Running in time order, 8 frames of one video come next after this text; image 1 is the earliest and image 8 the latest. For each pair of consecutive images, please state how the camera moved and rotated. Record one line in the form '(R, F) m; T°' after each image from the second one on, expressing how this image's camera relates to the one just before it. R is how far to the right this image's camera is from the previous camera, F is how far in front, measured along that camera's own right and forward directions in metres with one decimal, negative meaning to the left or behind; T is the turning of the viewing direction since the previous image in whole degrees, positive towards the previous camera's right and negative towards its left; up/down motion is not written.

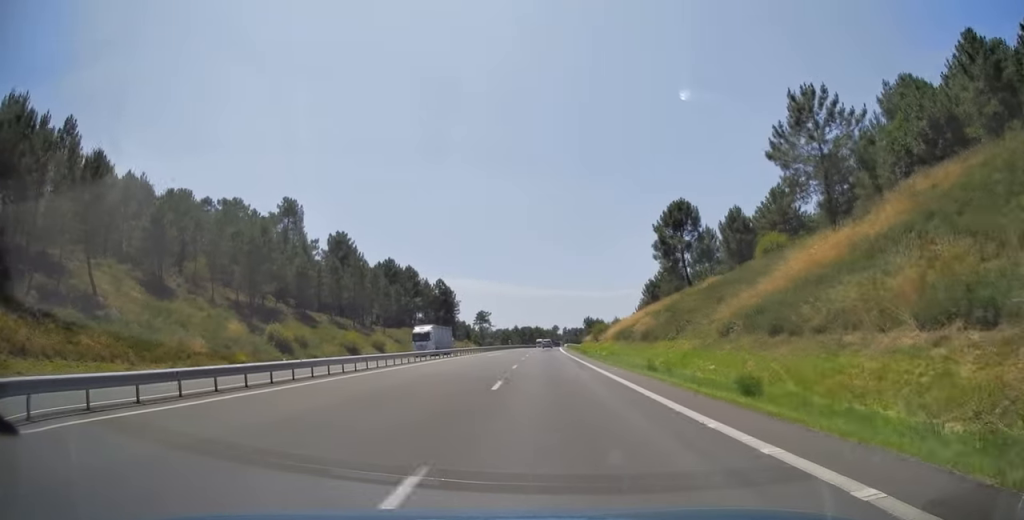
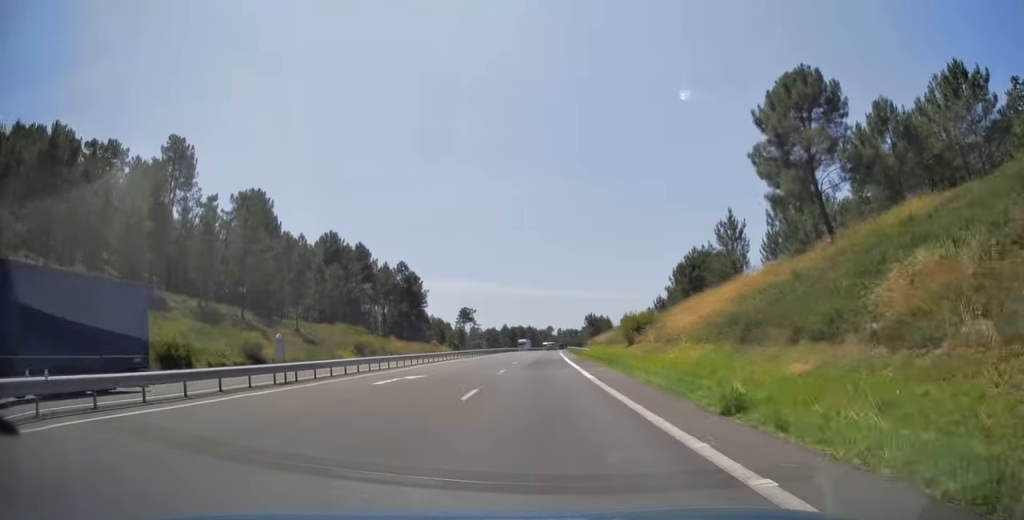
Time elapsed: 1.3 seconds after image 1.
(+0.3, +41.7) m; +1°
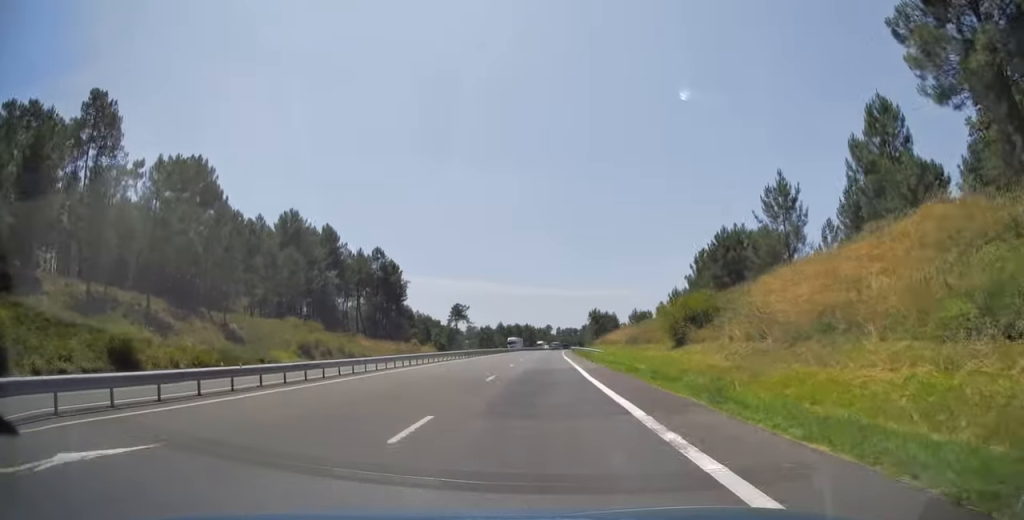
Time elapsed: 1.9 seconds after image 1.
(+0.1, +19.4) m; 0°
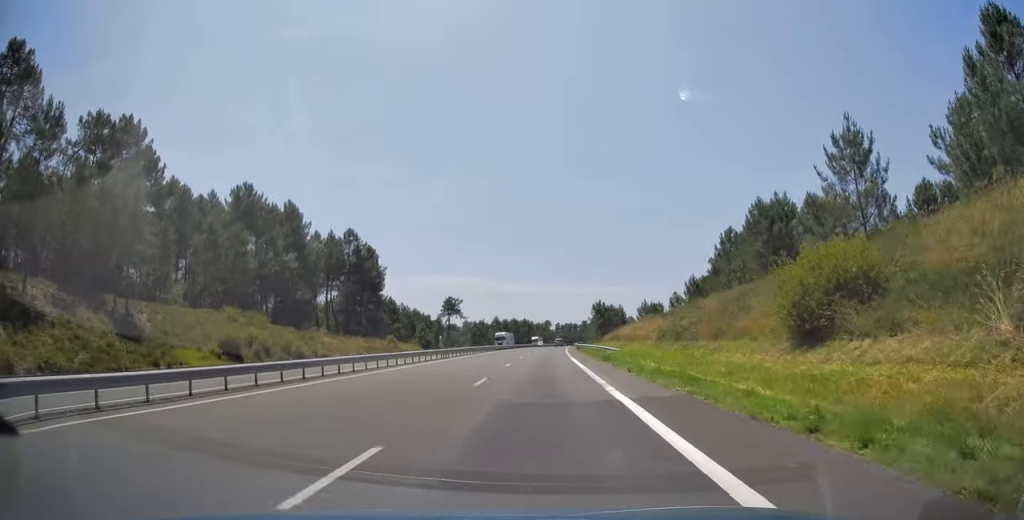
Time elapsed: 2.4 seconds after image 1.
(0.0, +16.8) m; 0°
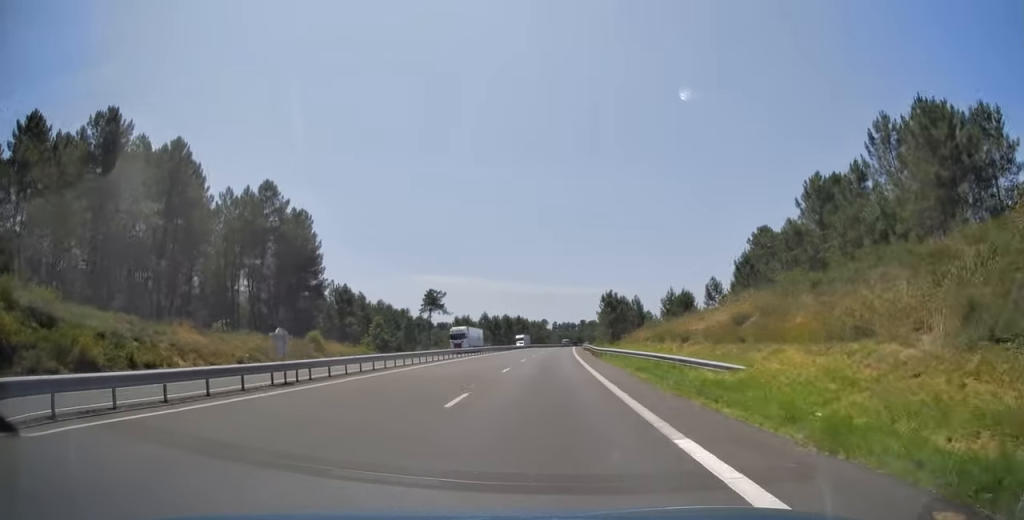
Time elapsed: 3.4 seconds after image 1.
(0.0, +31.9) m; 0°
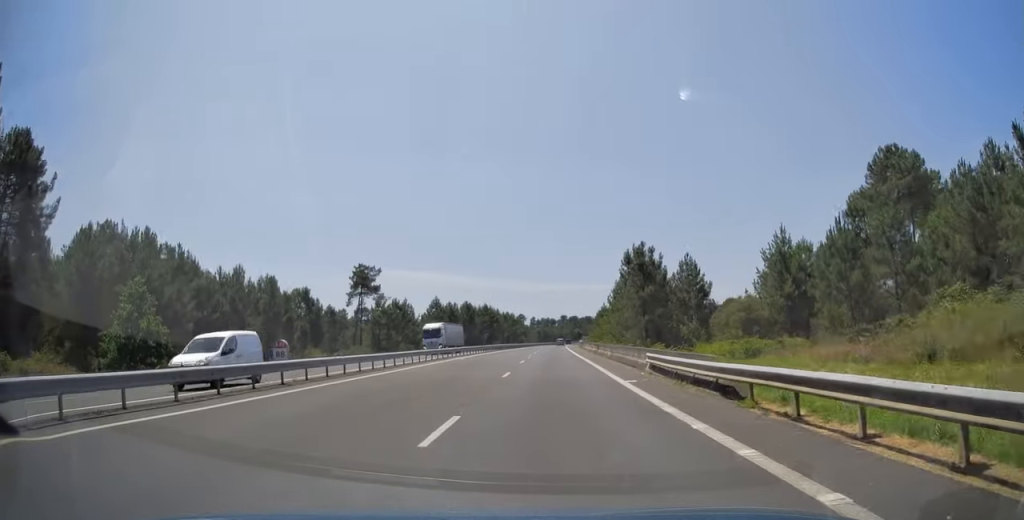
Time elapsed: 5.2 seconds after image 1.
(+0.5, +57.5) m; +2°
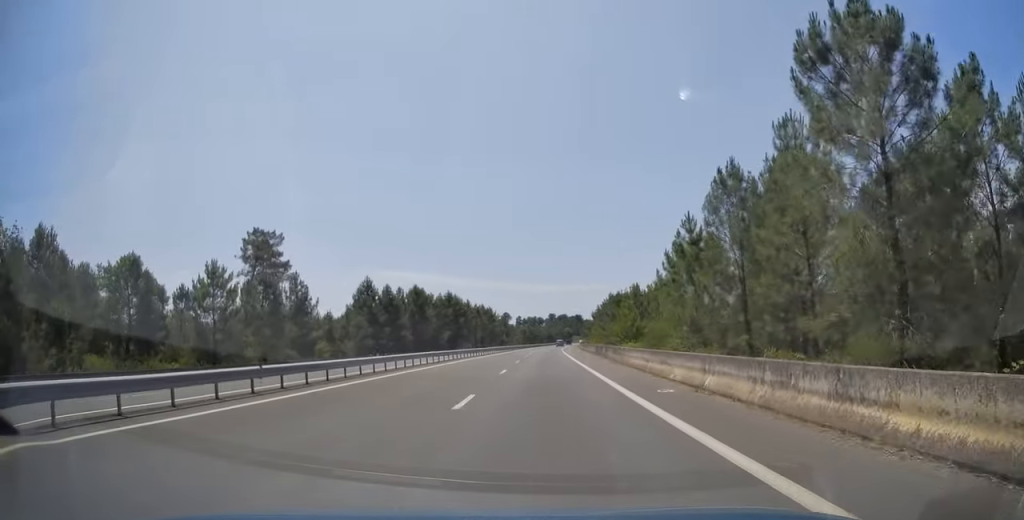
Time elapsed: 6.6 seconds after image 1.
(+0.7, +48.2) m; +1°
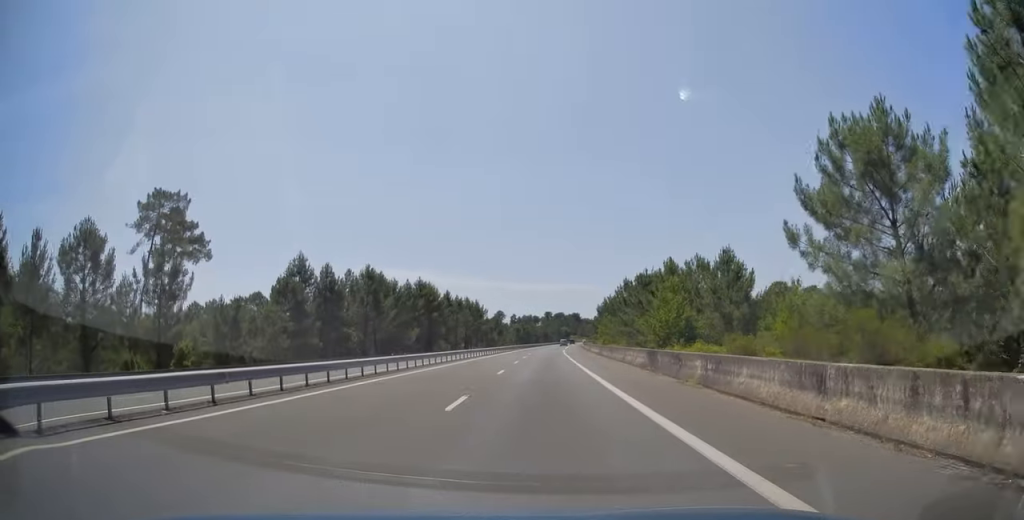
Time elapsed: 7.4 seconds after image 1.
(0.0, +26.5) m; +1°
